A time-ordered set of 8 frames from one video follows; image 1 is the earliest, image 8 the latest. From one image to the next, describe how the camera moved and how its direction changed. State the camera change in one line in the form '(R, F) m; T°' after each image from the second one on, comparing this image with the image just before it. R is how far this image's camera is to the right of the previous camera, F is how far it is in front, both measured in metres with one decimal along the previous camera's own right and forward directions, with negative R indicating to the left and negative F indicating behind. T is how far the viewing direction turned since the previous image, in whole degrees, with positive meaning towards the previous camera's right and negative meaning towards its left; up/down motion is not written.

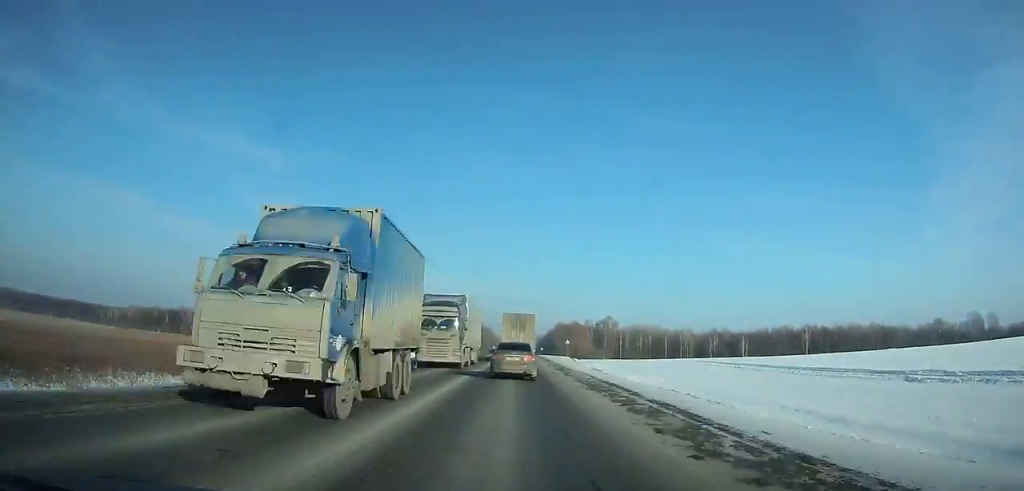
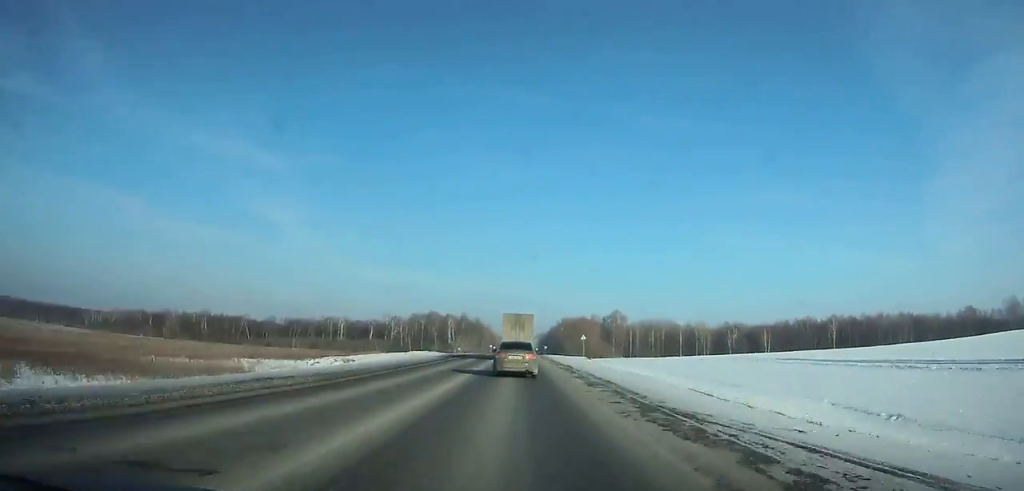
(0.0, +27.5) m; 0°
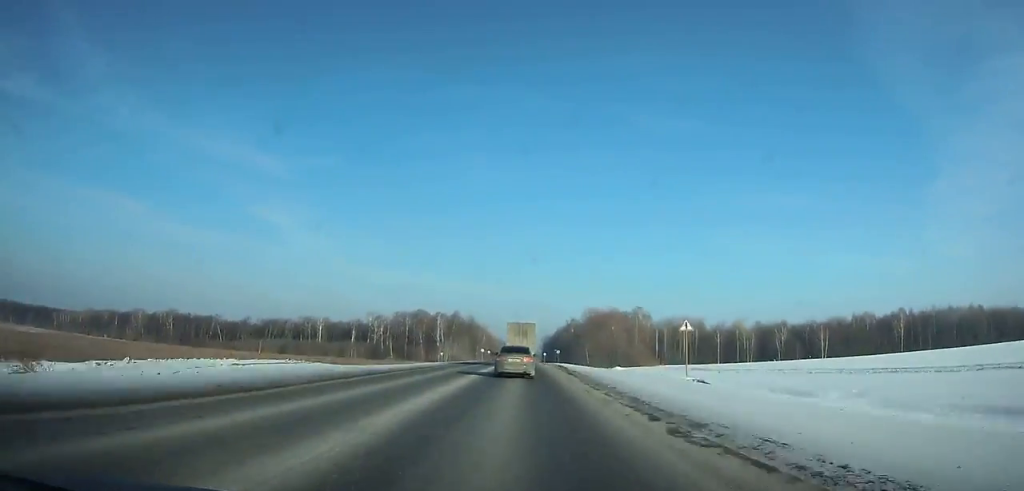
(0.0, +53.3) m; 0°
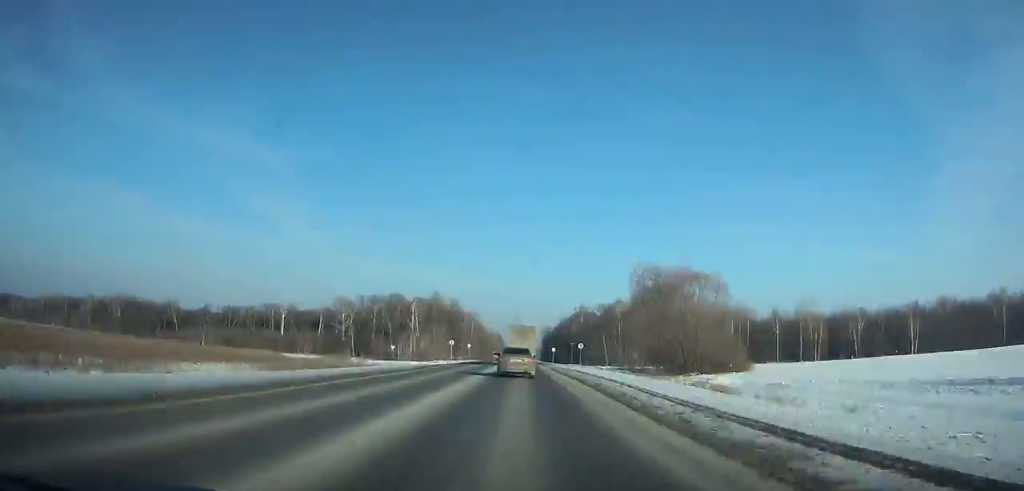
(0.0, +58.7) m; 0°
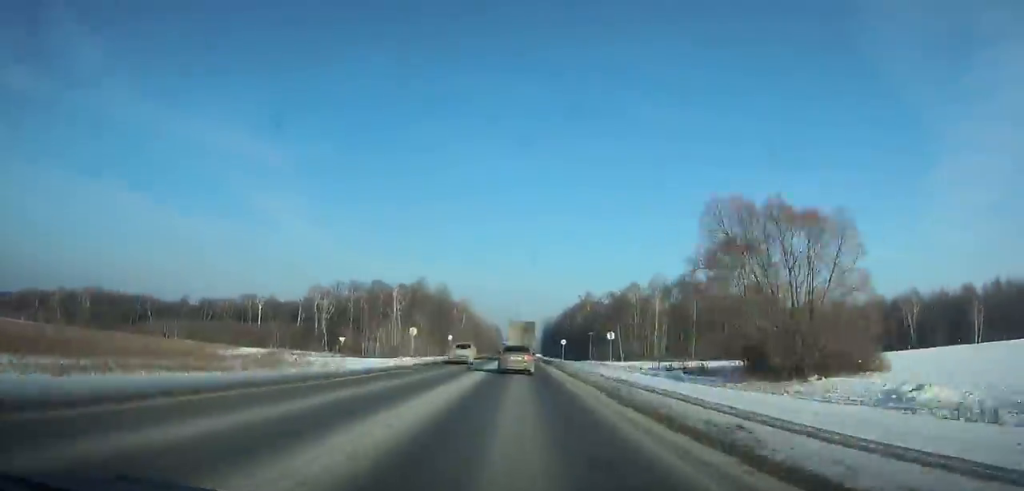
(+0.2, +28.9) m; 0°
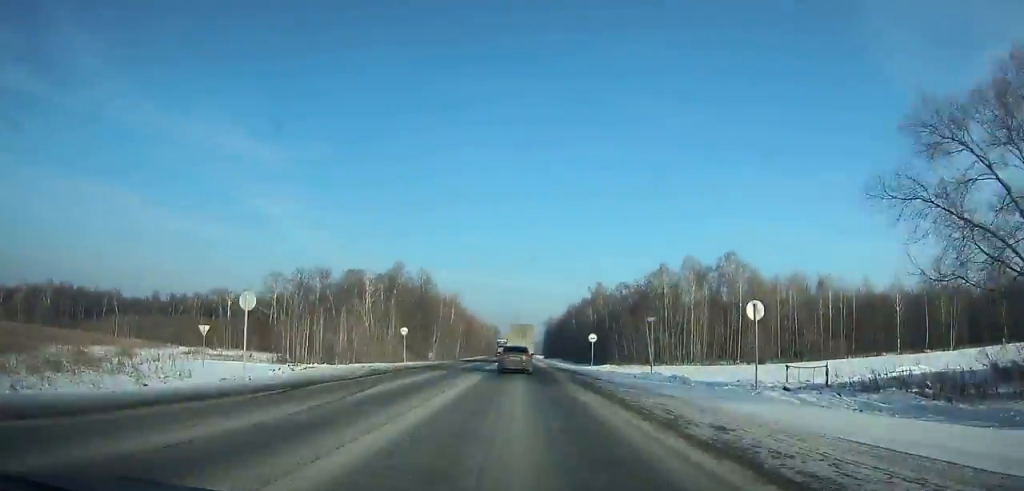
(0.0, +33.8) m; 0°
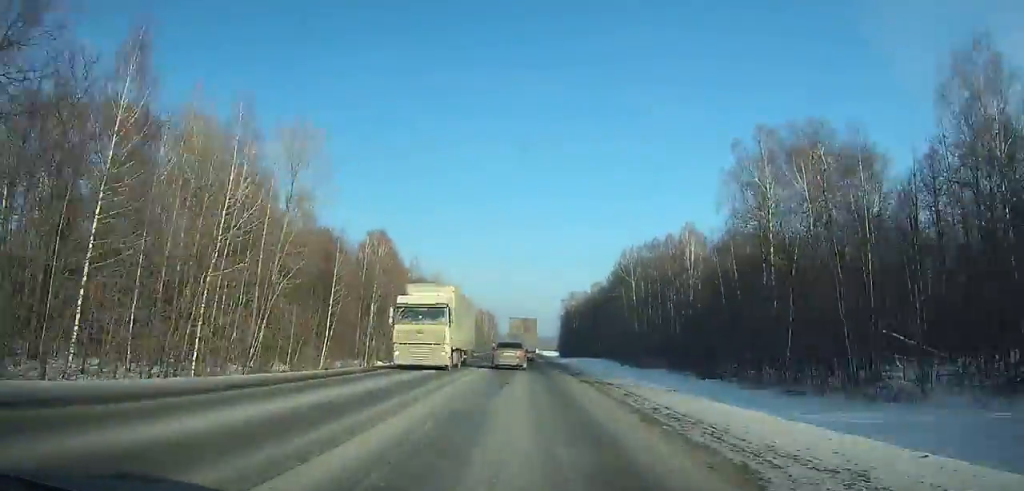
(-0.4, +133.5) m; 0°
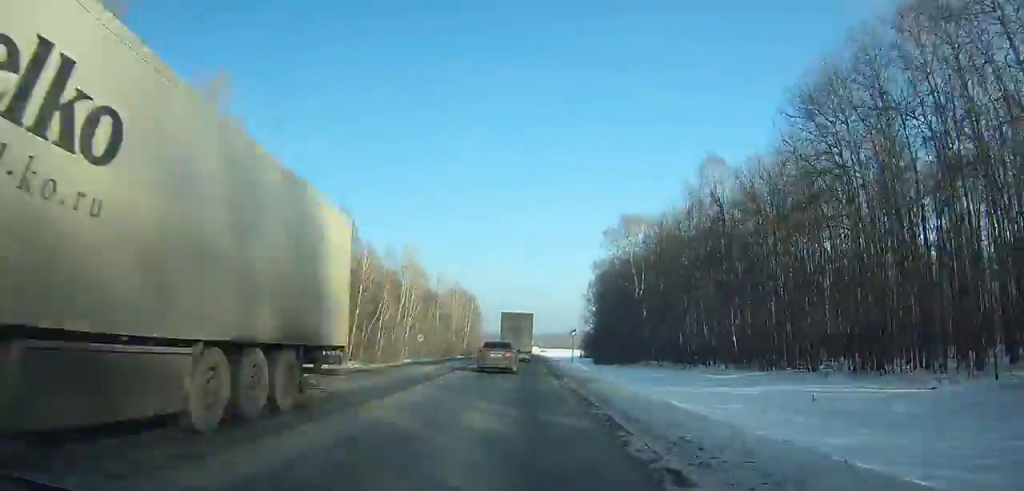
(+0.5, +131.2) m; 0°
